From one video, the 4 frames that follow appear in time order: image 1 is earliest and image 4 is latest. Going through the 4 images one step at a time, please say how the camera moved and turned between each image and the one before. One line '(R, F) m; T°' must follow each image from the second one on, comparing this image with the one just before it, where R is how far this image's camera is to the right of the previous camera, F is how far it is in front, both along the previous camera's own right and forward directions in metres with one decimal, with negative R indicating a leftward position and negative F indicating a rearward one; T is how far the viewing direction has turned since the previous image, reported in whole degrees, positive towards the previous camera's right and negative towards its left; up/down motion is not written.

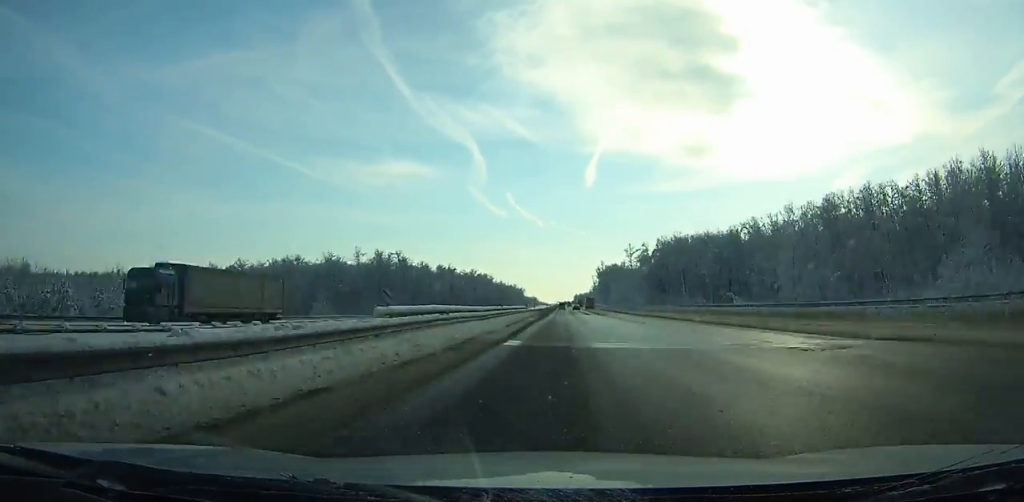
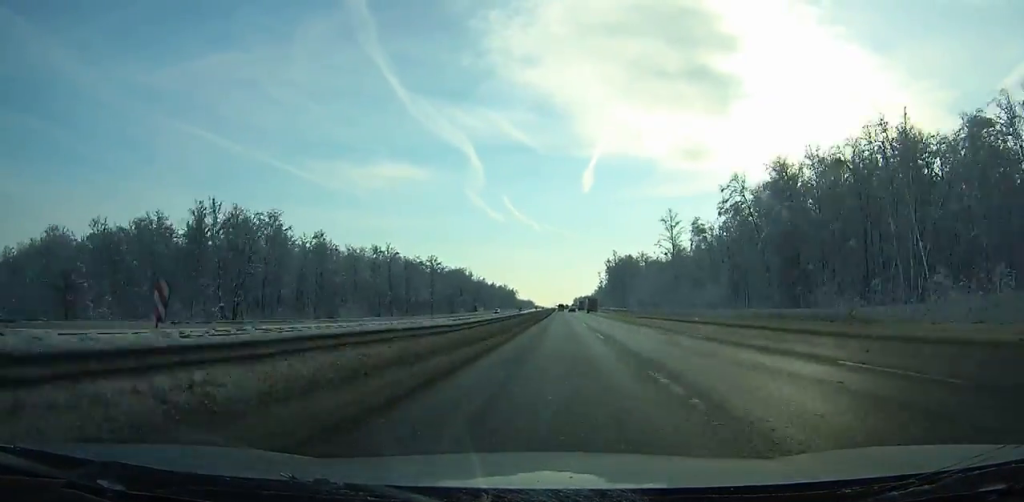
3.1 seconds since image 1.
(+0.3, +92.3) m; 0°
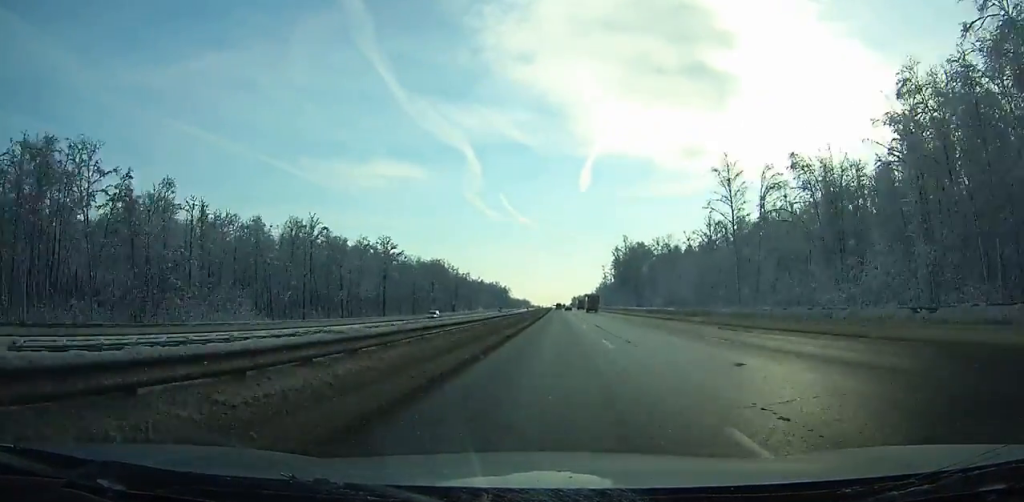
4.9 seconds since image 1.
(+0.2, +53.6) m; 0°
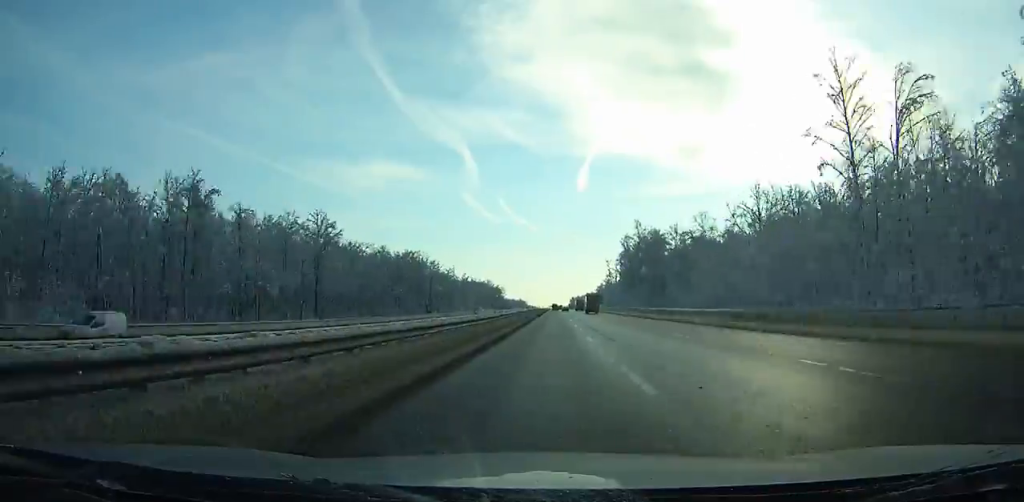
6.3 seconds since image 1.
(0.0, +41.7) m; 0°
